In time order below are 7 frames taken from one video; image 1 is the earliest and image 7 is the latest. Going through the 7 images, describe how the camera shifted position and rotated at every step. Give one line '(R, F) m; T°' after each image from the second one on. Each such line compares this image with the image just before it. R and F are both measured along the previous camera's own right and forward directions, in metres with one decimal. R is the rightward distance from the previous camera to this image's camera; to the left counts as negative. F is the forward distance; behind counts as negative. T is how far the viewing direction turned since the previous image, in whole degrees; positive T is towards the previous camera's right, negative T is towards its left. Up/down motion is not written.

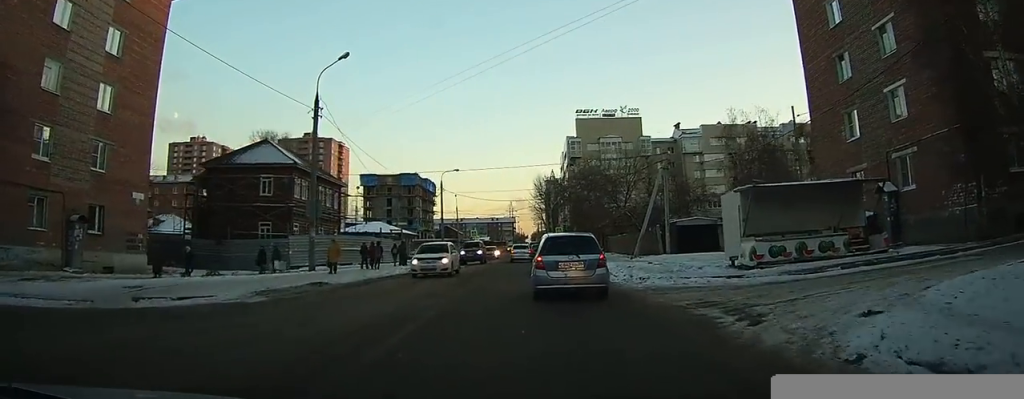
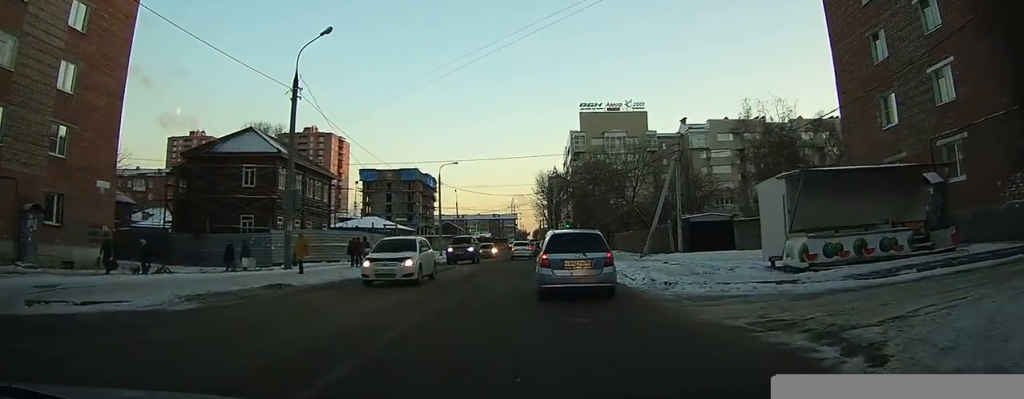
(0.0, +3.4) m; +1°
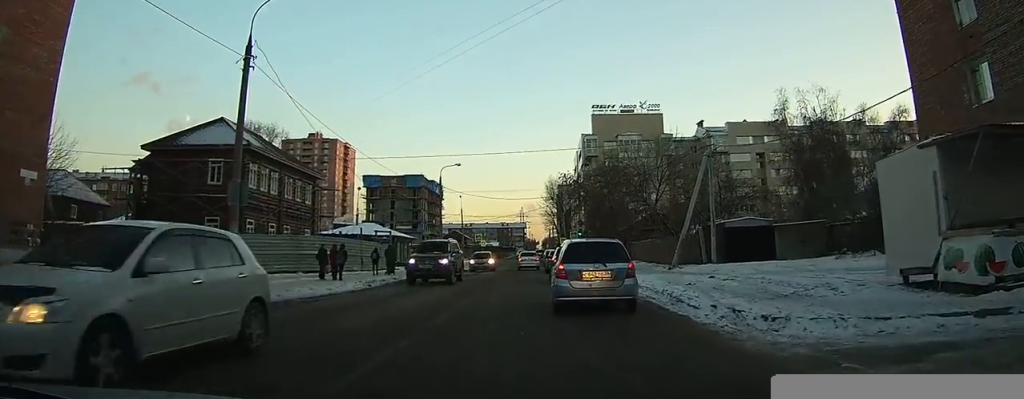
(+0.1, +6.5) m; +2°
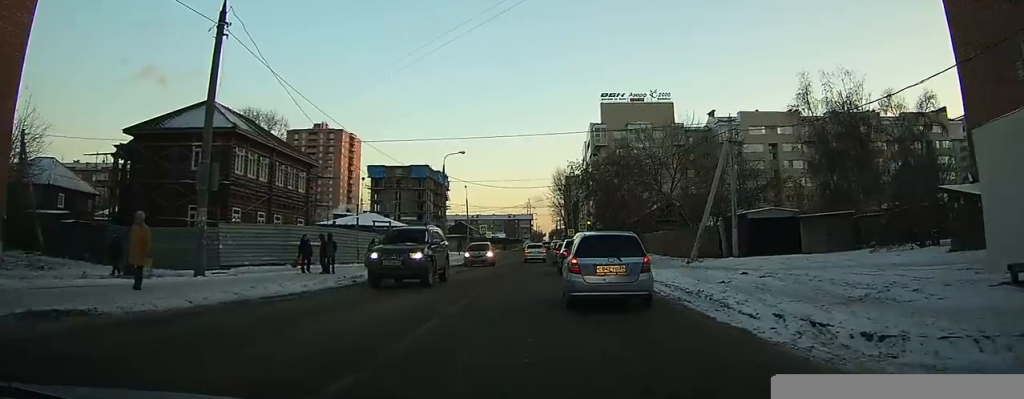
(0.0, +3.0) m; 0°
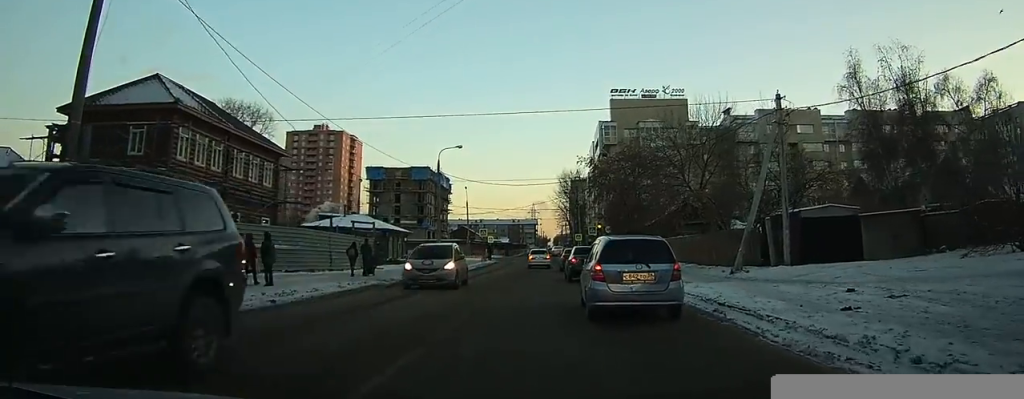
(0.0, +7.5) m; 0°
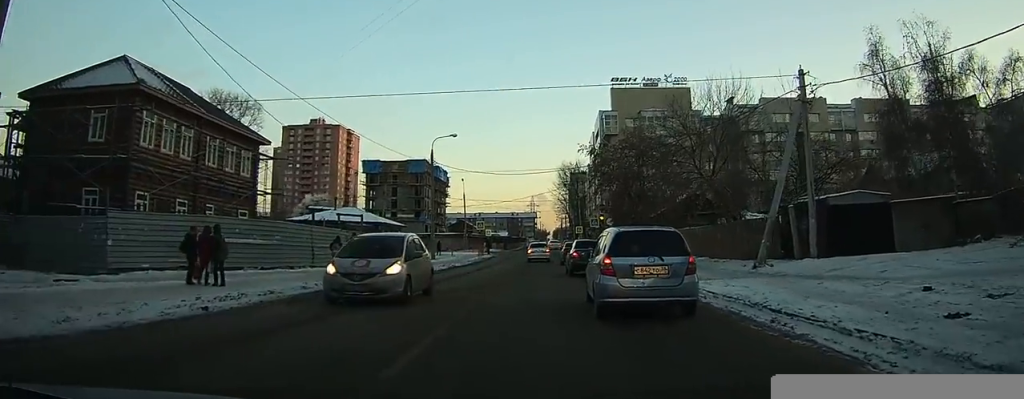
(0.0, +3.1) m; -1°
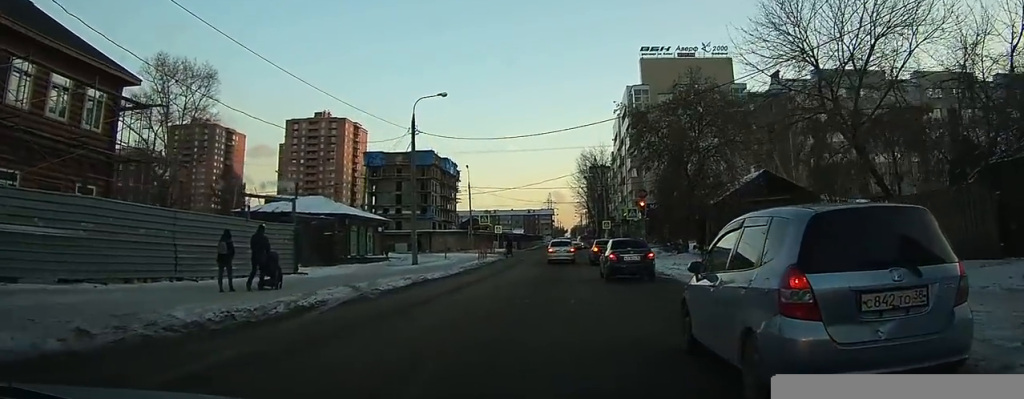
(-0.5, +13.9) m; -3°
